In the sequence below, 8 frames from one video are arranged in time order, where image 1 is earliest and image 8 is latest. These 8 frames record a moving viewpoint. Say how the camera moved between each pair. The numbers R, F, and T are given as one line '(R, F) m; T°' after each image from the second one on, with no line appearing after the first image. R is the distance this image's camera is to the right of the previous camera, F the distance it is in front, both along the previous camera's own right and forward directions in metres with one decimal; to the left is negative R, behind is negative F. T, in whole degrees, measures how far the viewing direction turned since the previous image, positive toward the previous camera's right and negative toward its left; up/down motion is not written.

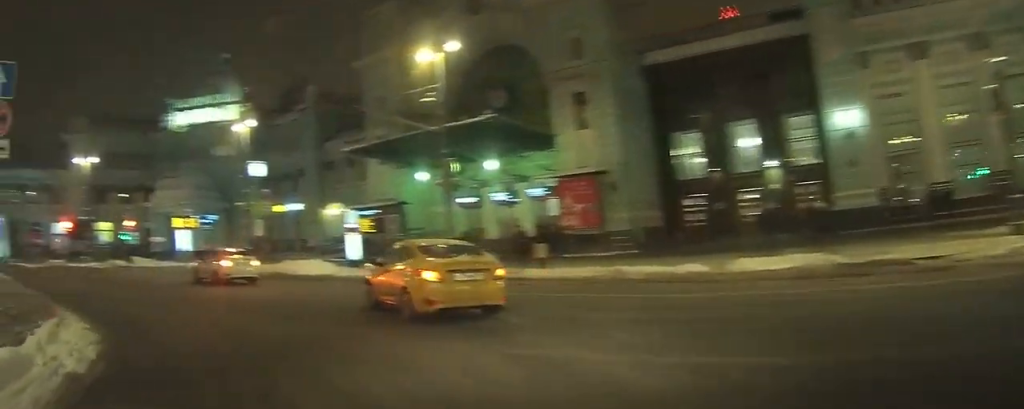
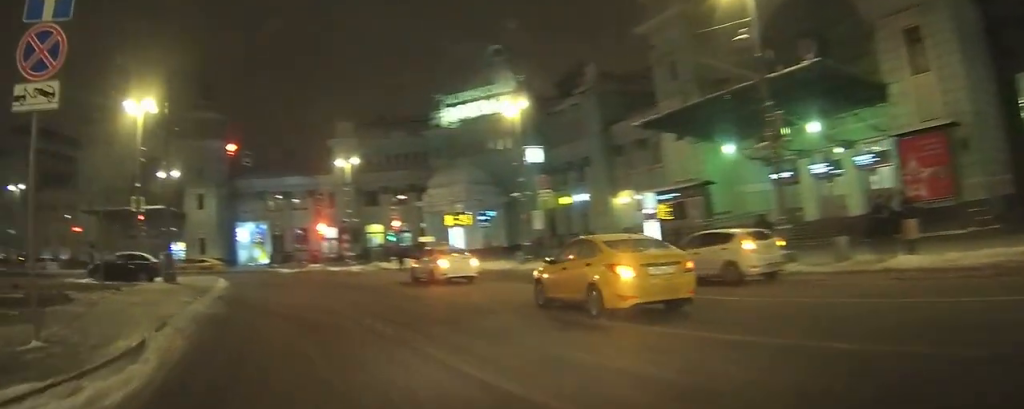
(-0.8, +6.2) m; -13°
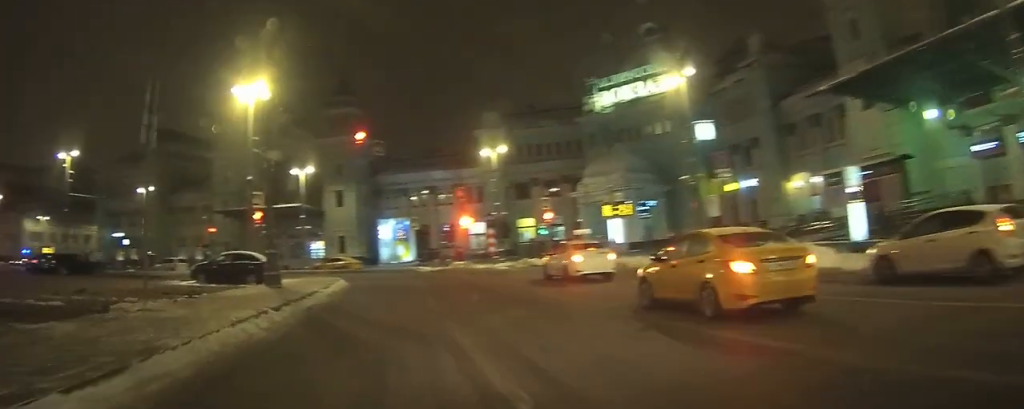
(-0.3, +4.7) m; -11°
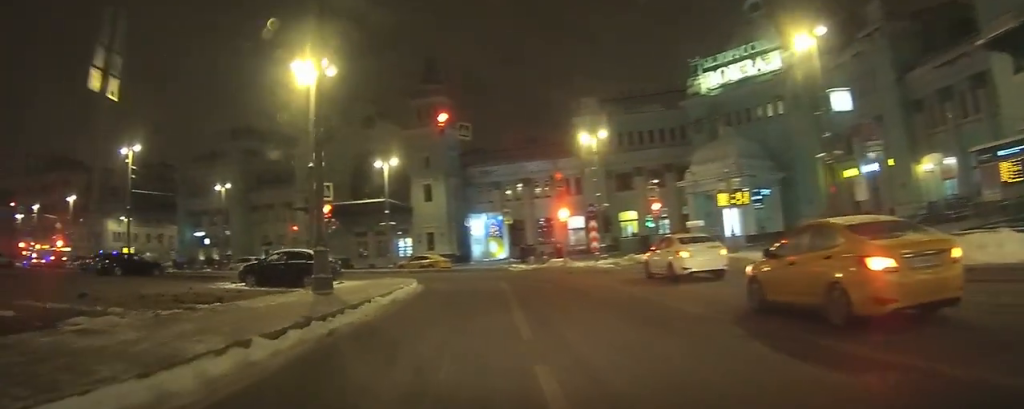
(-0.4, +4.2) m; -11°
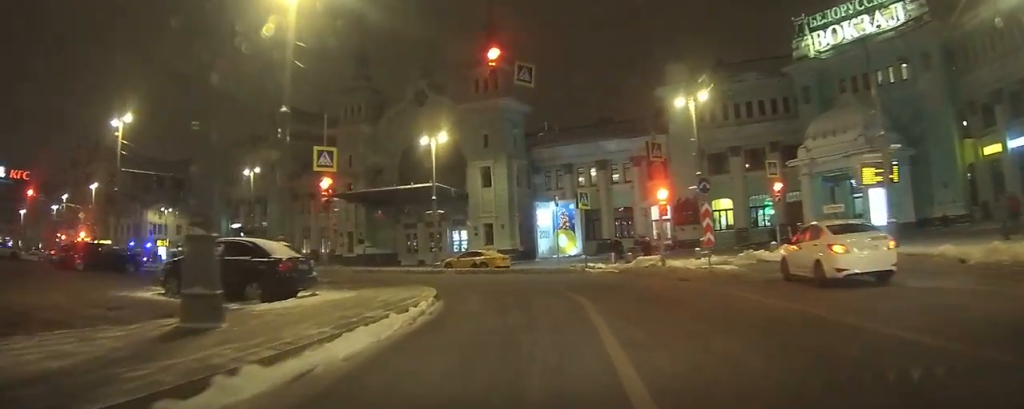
(-1.0, +8.1) m; -10°
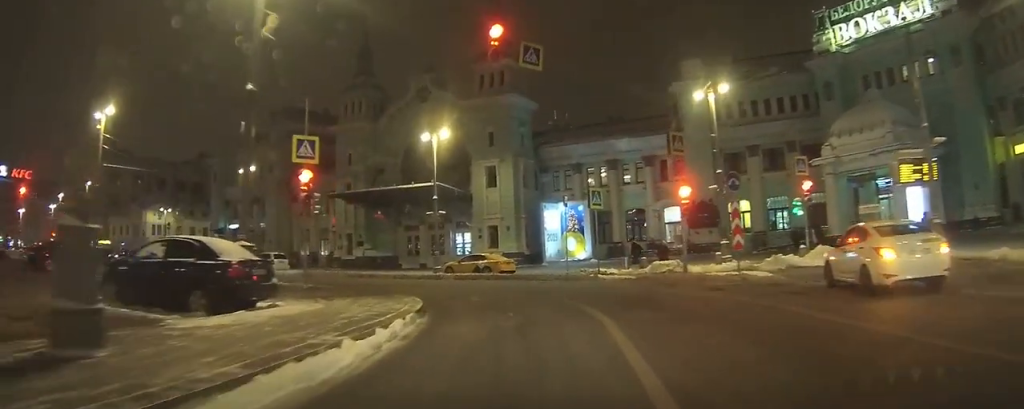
(+0.1, +2.2) m; -2°
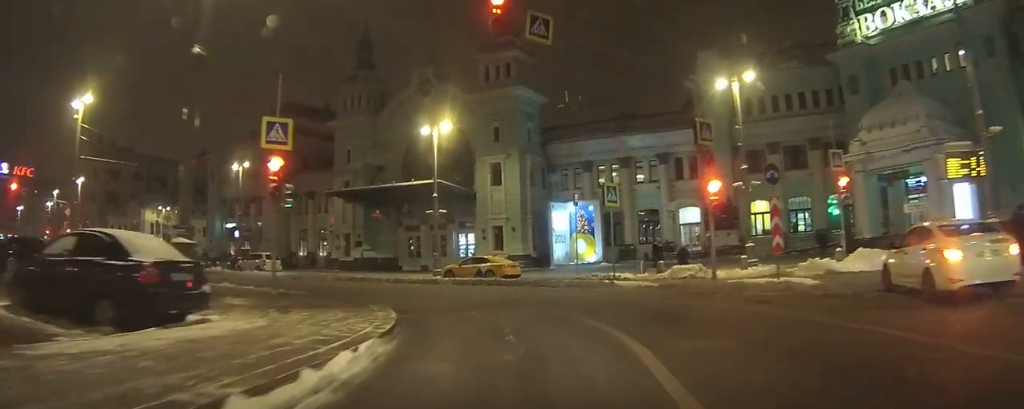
(-0.1, +2.2) m; -3°
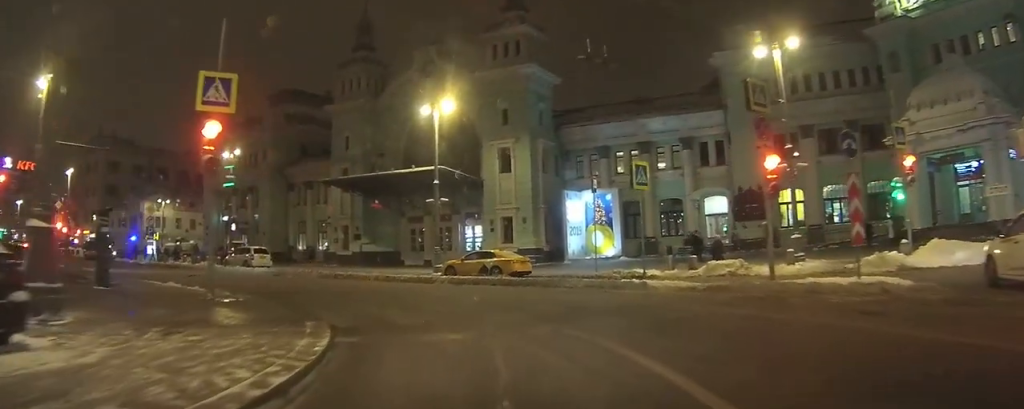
(-0.2, +3.4) m; -5°
